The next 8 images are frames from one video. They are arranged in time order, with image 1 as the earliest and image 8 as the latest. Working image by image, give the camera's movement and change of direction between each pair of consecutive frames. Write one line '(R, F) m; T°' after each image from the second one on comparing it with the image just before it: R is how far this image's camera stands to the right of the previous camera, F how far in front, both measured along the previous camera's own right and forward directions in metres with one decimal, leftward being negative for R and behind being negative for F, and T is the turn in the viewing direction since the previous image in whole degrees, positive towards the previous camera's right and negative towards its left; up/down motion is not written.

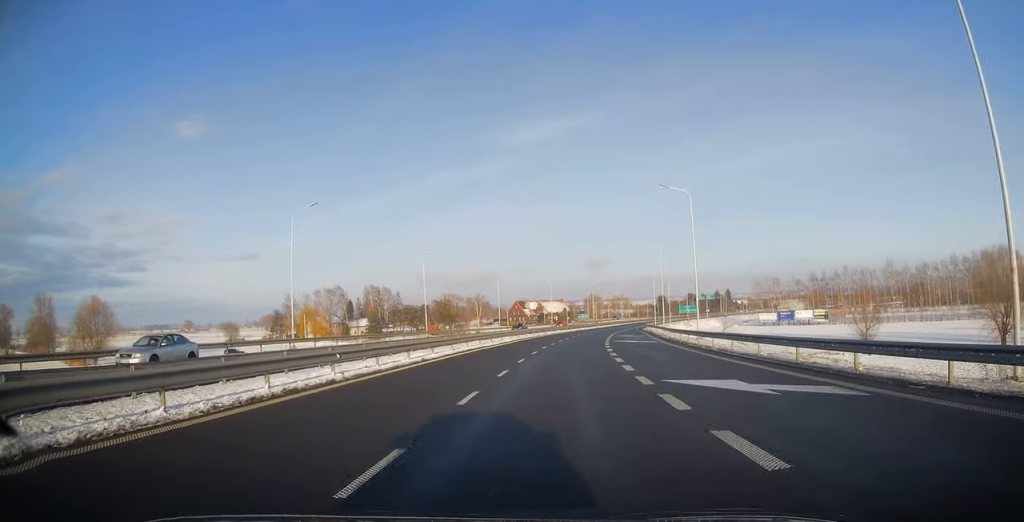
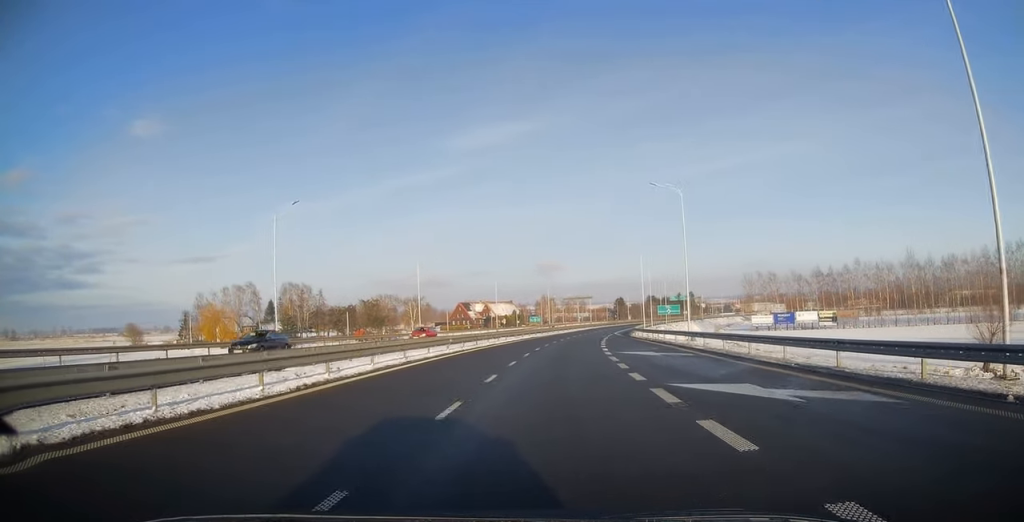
(+1.1, +31.5) m; +4°
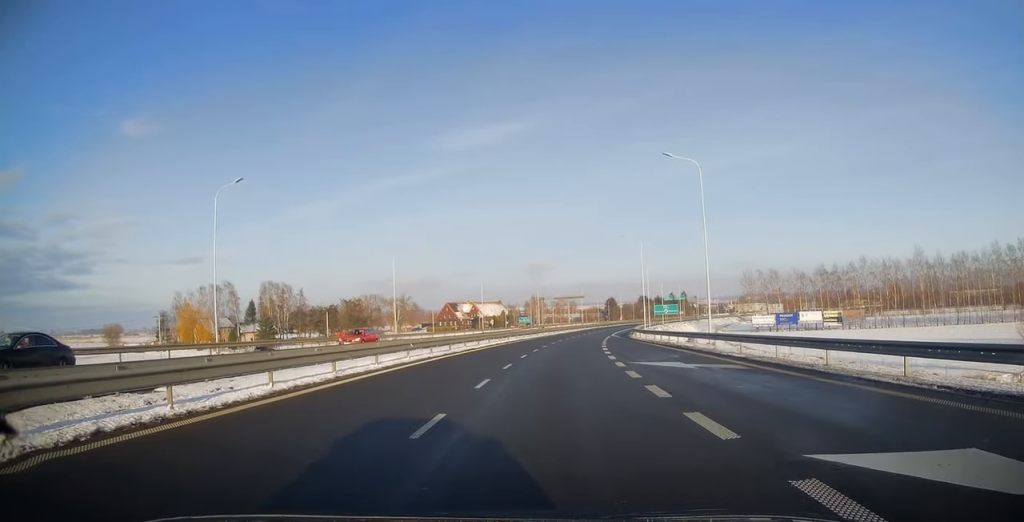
(0.0, +7.4) m; +1°
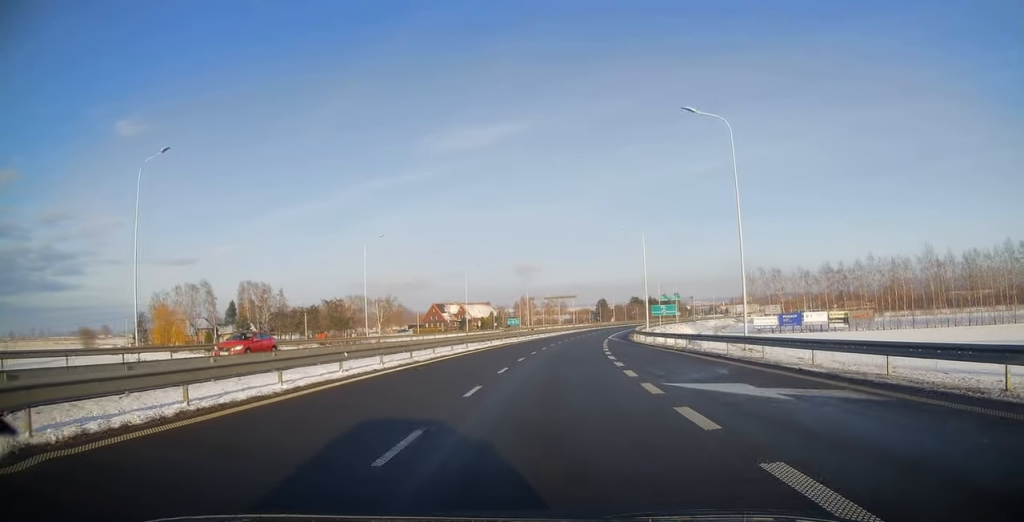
(+0.1, +7.4) m; +1°
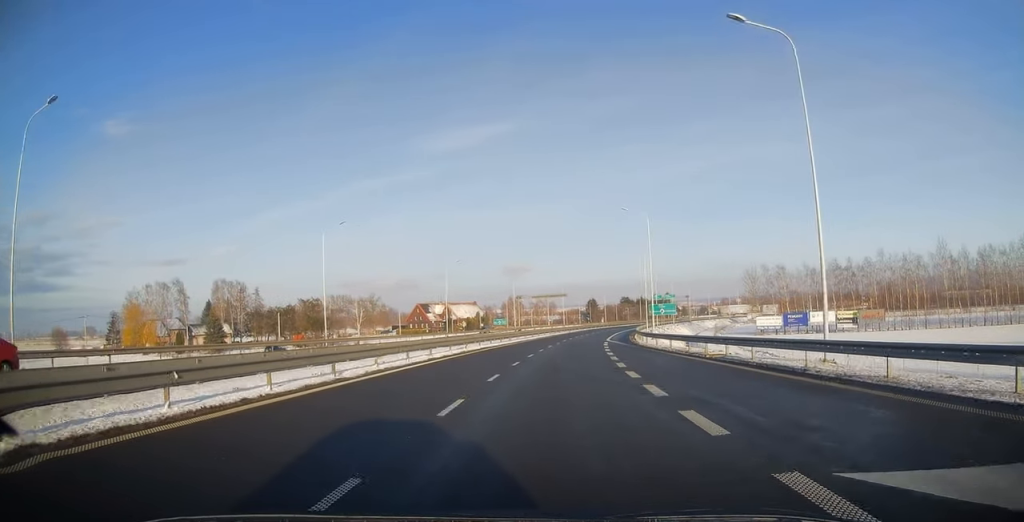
(+0.1, +8.5) m; +1°
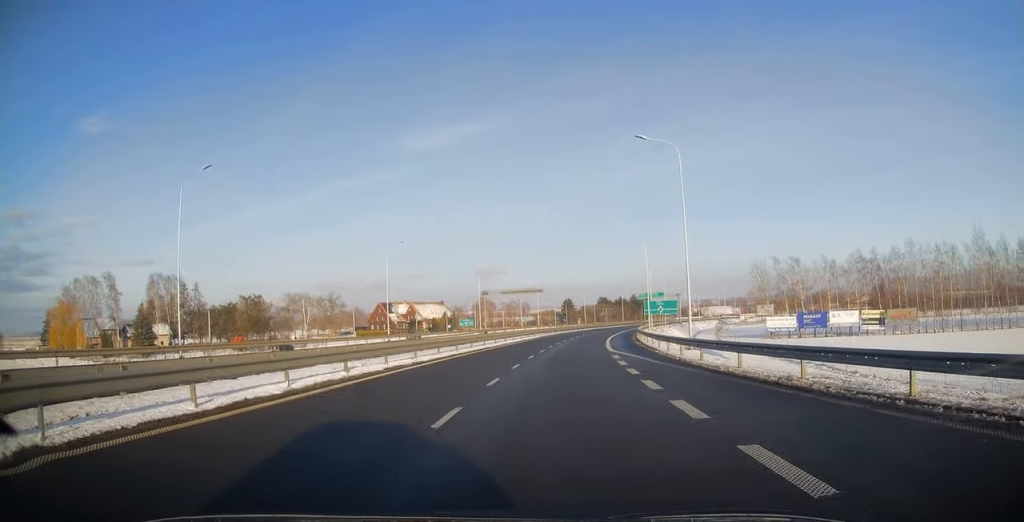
(+0.5, +18.9) m; +2°
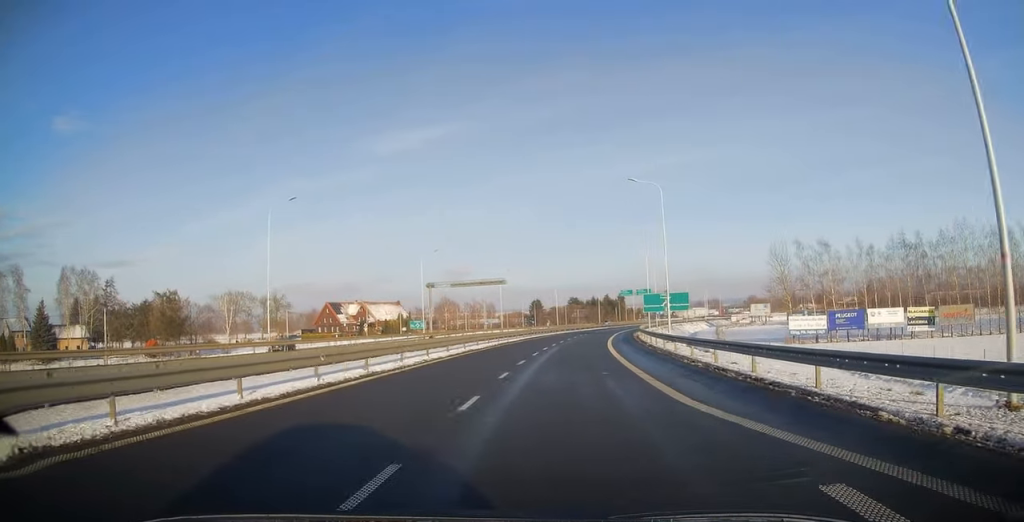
(+0.5, +22.1) m; +3°
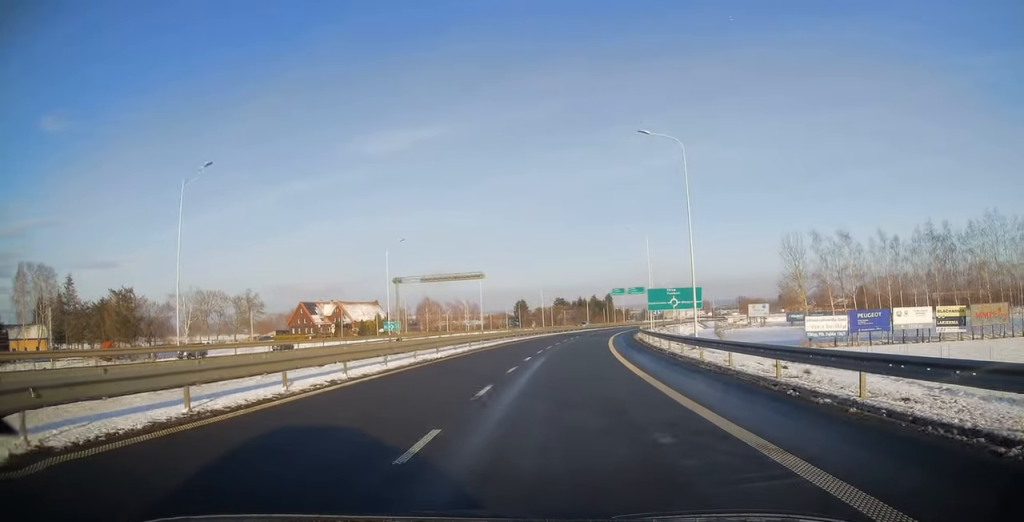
(+0.1, +9.9) m; +2°
